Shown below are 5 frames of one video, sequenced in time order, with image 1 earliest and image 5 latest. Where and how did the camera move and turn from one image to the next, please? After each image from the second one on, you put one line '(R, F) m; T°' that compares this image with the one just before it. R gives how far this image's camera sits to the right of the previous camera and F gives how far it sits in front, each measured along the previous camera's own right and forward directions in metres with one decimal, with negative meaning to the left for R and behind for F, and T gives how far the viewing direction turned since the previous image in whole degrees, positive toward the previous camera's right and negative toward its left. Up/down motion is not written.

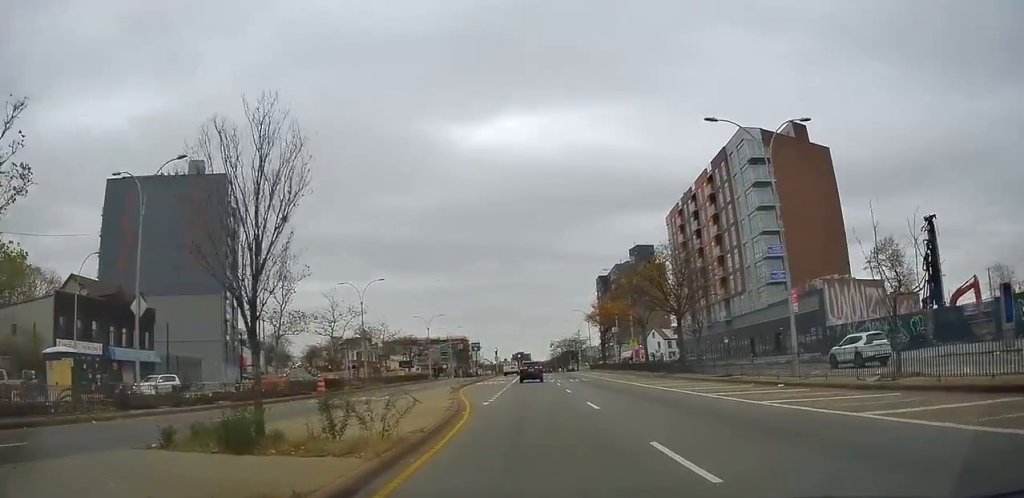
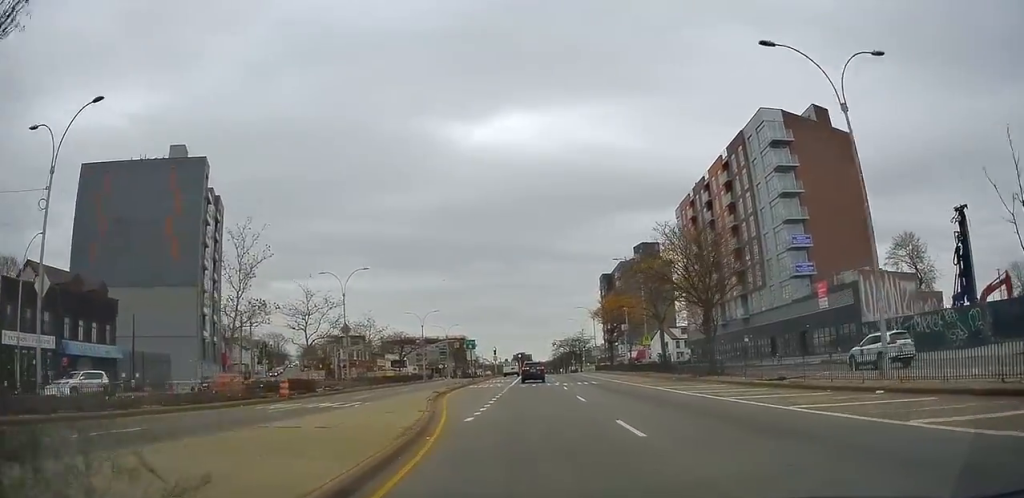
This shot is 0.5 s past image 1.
(+0.3, +6.4) m; +2°
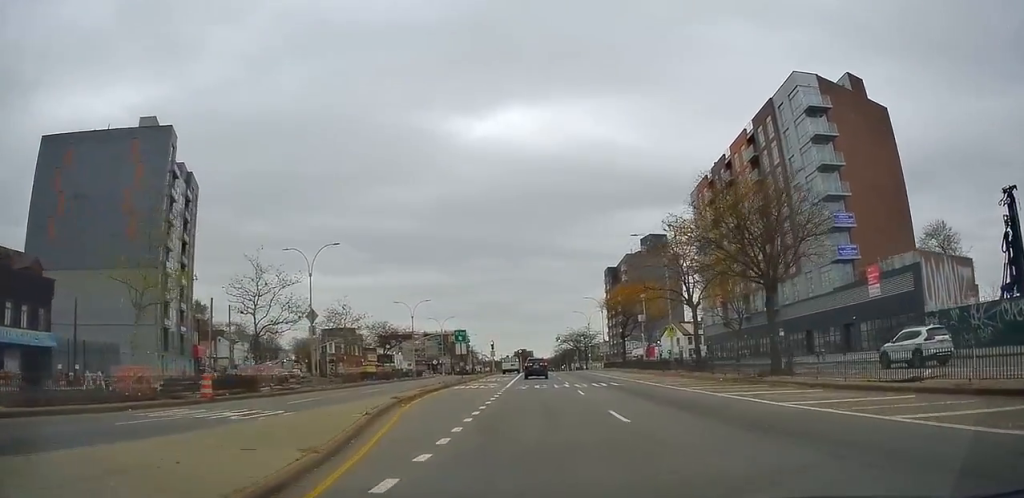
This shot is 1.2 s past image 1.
(+0.2, +9.0) m; +1°
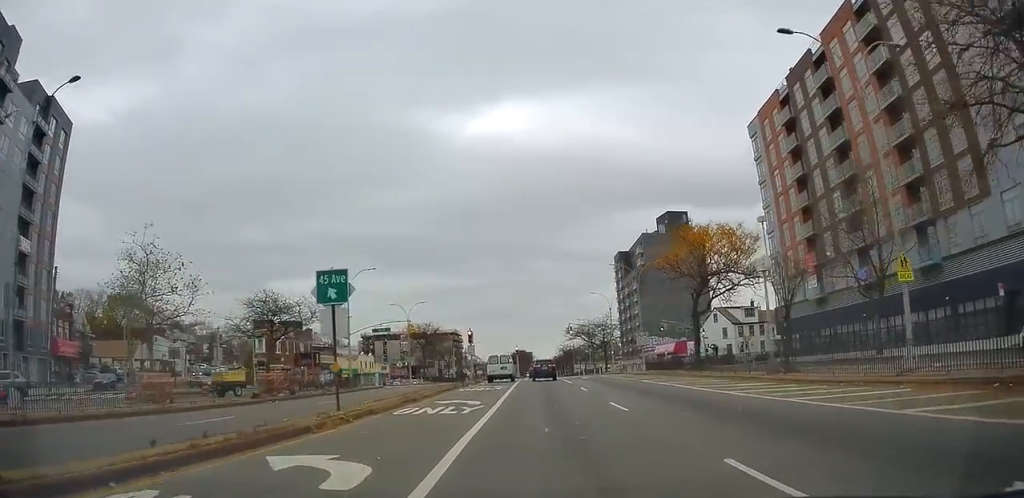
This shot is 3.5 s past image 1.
(-0.9, +29.0) m; -1°
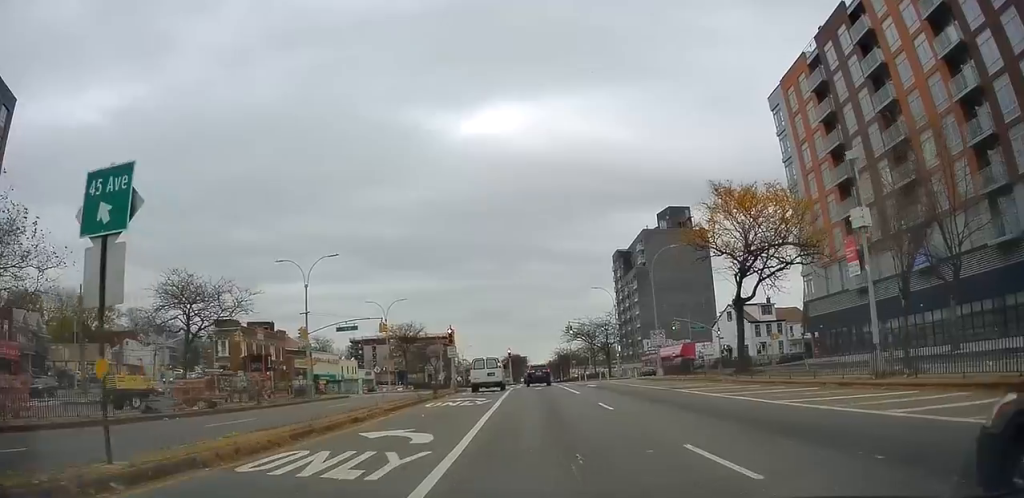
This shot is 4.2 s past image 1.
(+0.3, +9.0) m; +2°
